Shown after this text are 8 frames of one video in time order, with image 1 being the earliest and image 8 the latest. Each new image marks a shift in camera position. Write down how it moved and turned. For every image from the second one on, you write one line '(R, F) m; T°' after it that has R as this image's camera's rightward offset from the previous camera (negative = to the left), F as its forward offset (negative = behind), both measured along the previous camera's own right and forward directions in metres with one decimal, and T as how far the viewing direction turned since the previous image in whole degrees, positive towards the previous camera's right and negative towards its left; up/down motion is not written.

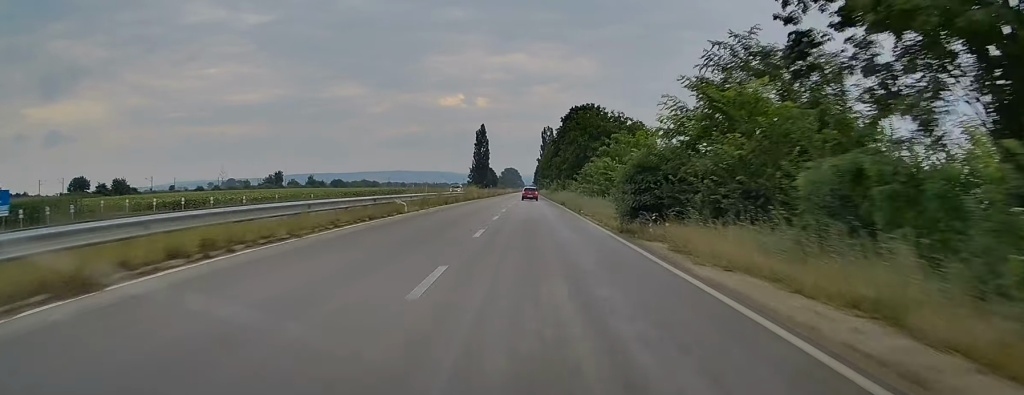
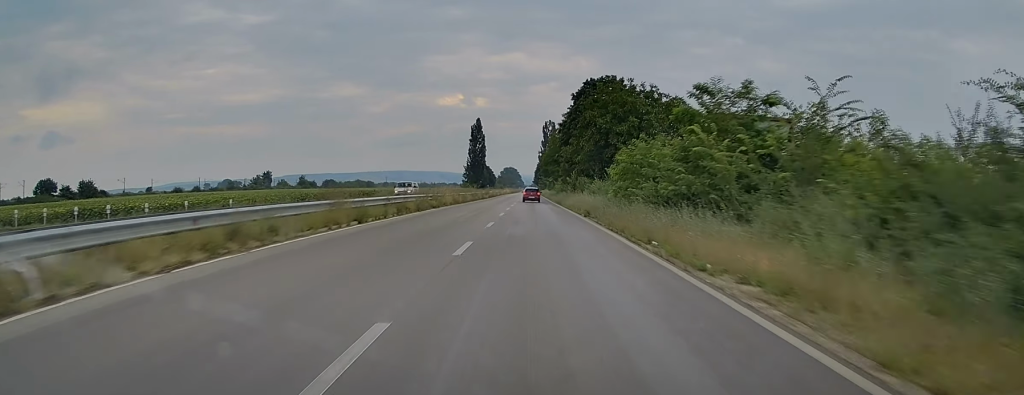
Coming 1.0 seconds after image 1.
(0.0, +22.1) m; 0°
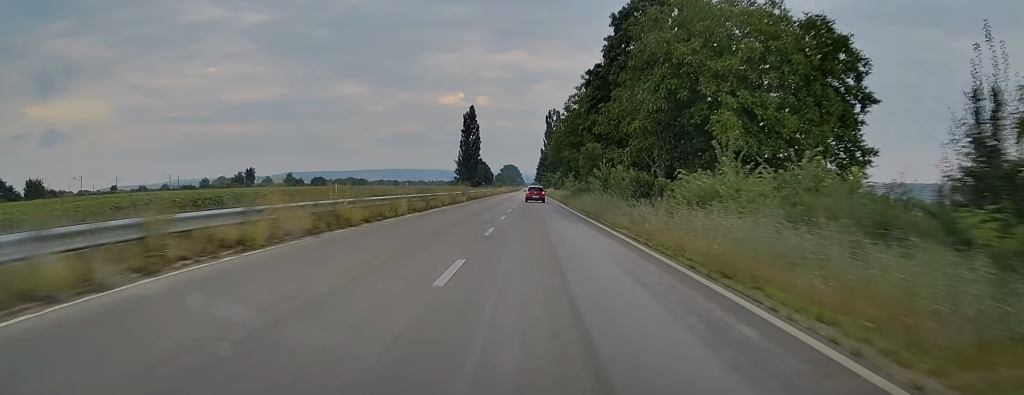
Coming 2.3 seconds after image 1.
(-0.1, +30.6) m; -1°
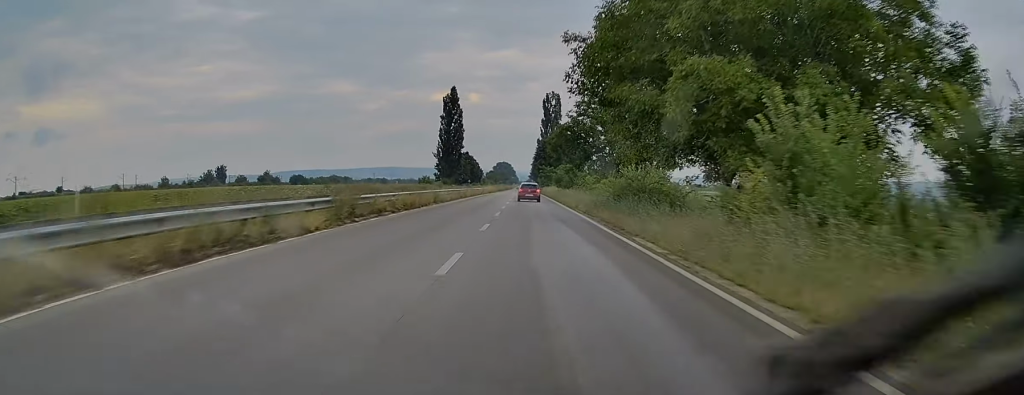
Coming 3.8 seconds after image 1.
(-0.2, +35.2) m; 0°
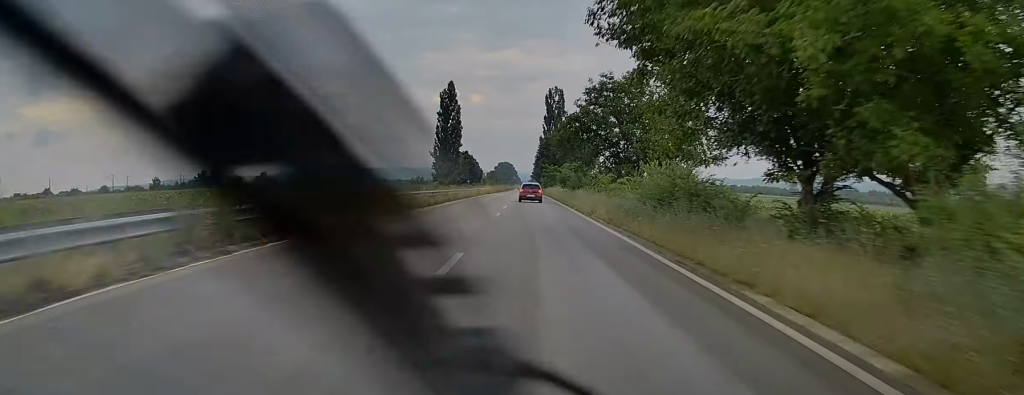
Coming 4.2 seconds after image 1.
(-0.1, +9.1) m; 0°
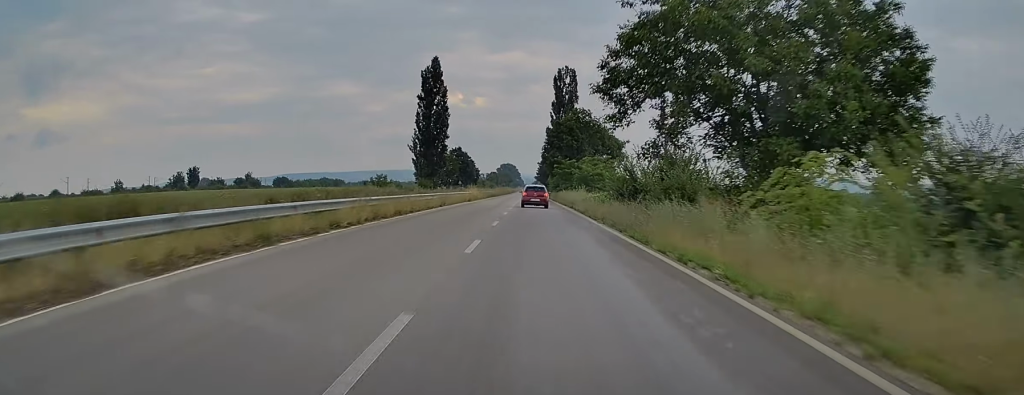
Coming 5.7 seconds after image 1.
(+0.5, +32.7) m; +1°
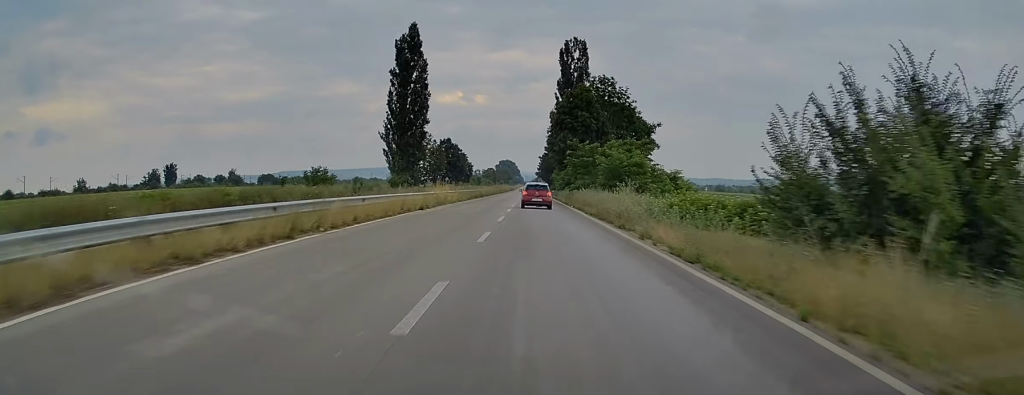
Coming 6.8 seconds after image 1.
(-0.2, +25.1) m; 0°
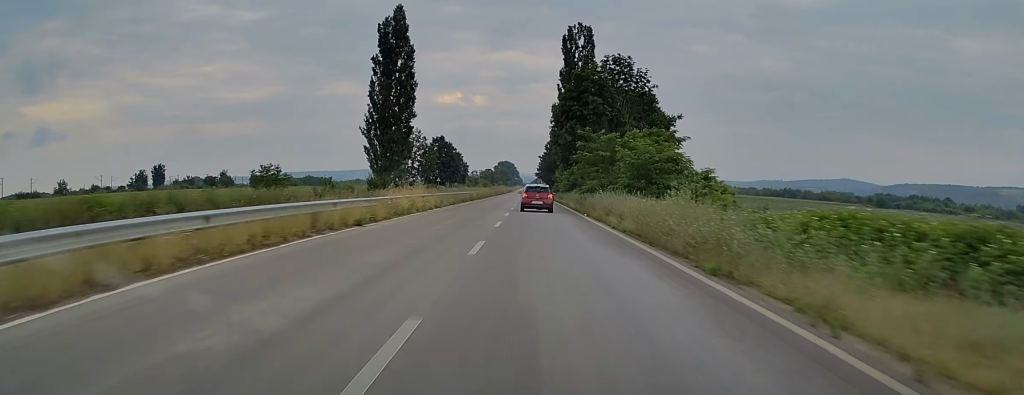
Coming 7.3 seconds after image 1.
(+0.1, +11.3) m; 0°
